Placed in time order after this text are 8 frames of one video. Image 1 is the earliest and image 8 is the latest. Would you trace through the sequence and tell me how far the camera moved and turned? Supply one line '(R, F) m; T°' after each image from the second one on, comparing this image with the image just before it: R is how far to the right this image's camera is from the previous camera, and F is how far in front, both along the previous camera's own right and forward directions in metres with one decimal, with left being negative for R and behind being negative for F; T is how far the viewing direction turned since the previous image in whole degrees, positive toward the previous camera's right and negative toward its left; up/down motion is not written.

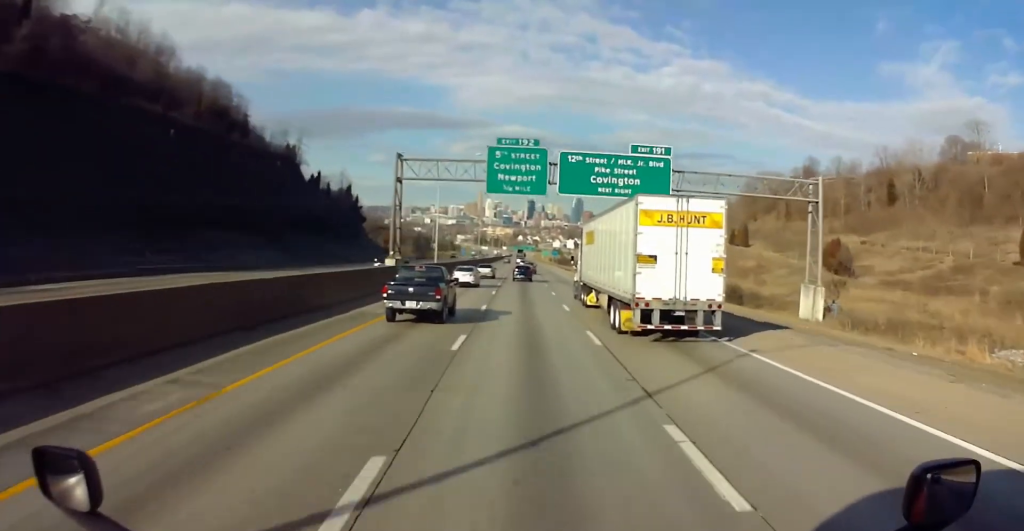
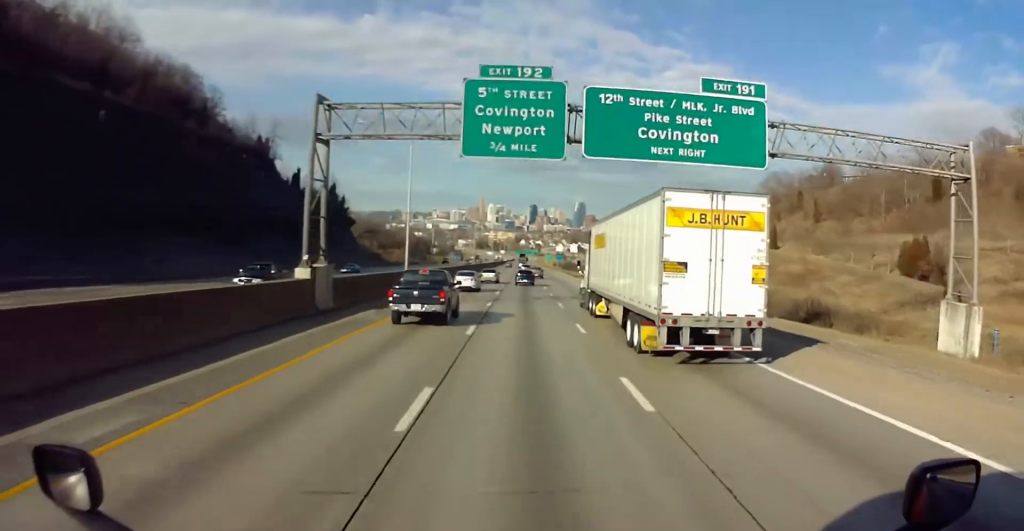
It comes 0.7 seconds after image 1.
(-0.1, +19.6) m; 0°
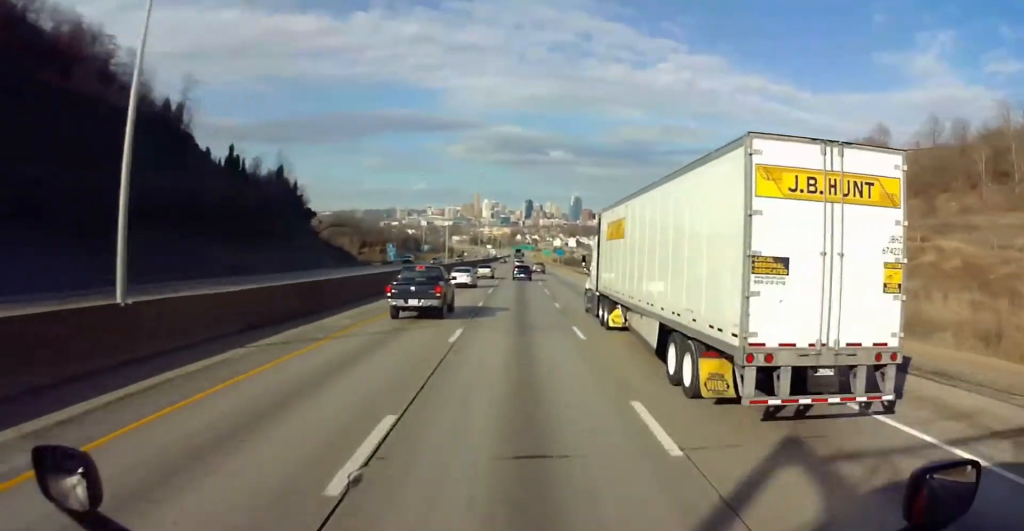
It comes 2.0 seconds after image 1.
(+0.1, +39.8) m; 0°
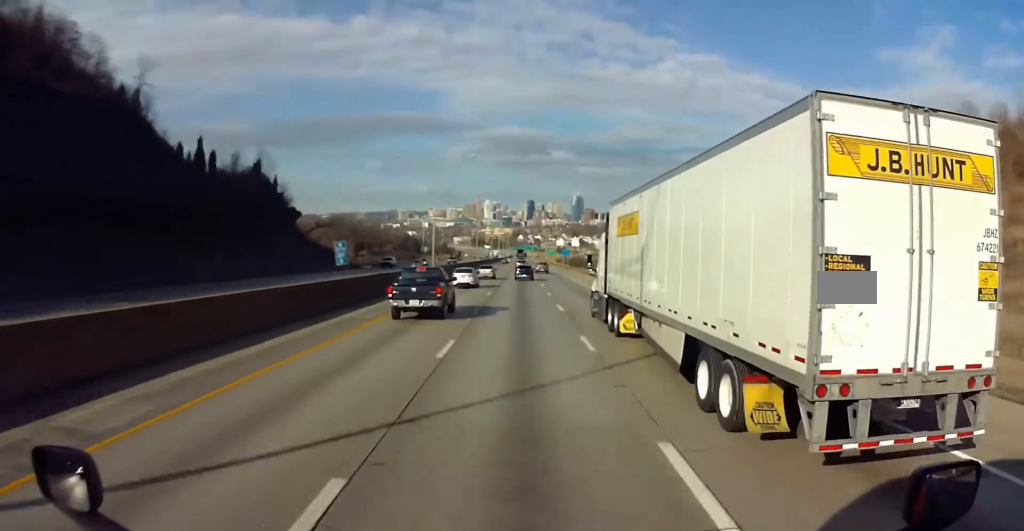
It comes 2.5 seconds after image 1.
(0.0, +15.0) m; 0°
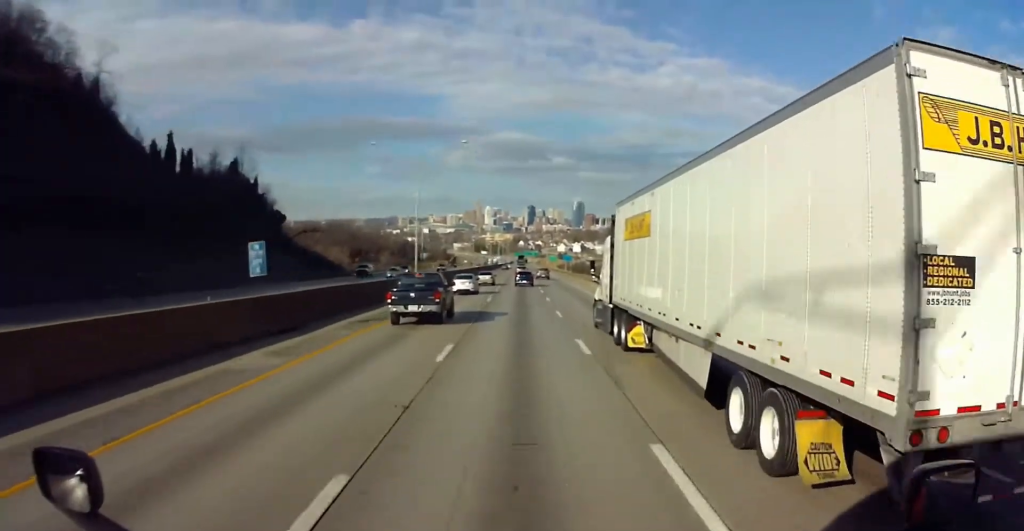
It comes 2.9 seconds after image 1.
(0.0, +11.9) m; 0°
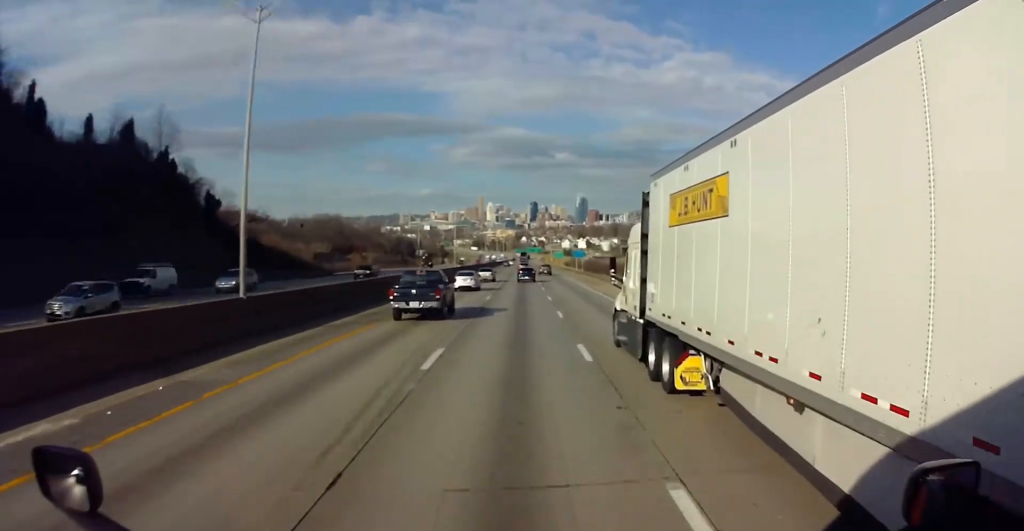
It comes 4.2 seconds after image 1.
(-0.1, +38.7) m; 0°
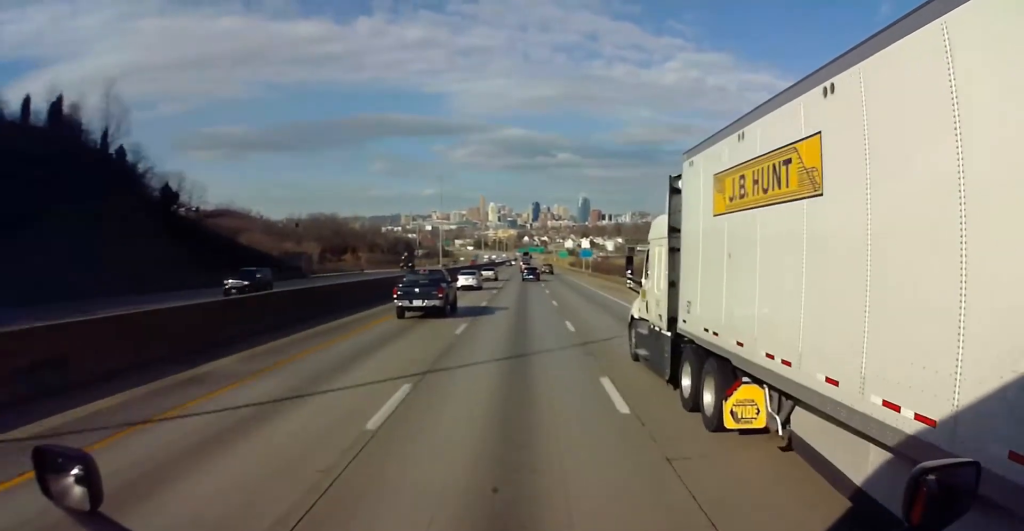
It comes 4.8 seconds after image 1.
(0.0, +17.8) m; 0°
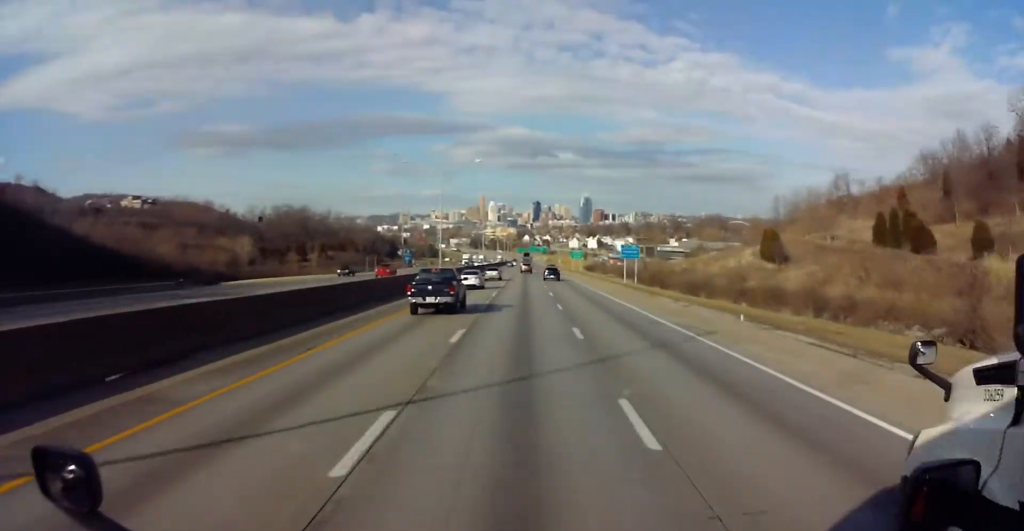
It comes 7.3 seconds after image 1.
(-0.6, +75.4) m; -1°
